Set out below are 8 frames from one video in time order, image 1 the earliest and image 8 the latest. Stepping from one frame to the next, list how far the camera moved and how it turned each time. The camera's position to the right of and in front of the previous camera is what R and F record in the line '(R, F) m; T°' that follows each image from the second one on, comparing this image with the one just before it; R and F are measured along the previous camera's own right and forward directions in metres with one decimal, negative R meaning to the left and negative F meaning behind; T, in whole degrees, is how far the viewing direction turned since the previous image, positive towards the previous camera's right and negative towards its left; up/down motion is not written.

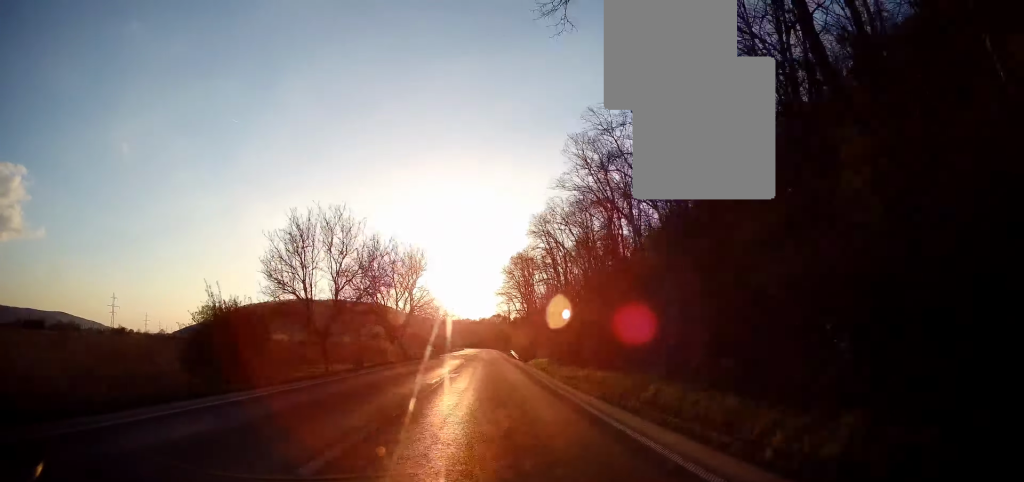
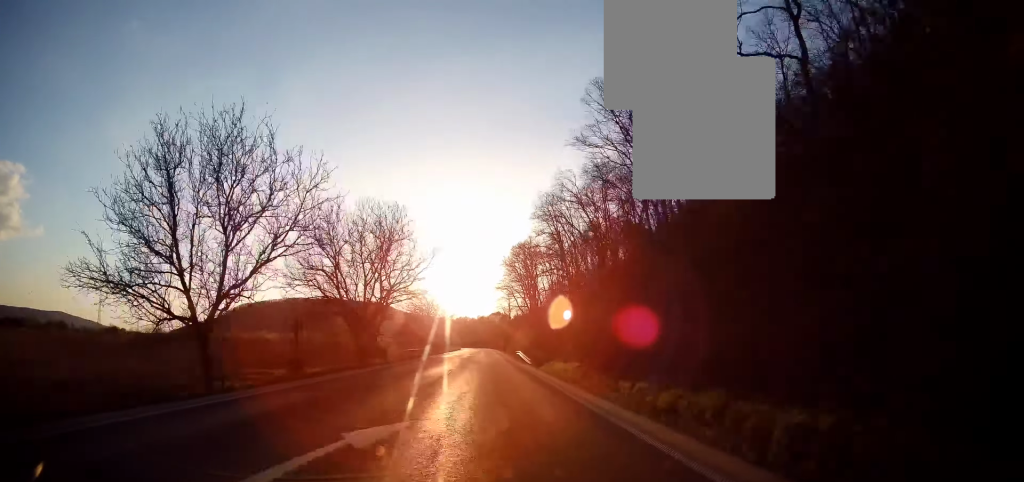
(+0.2, +14.6) m; +1°
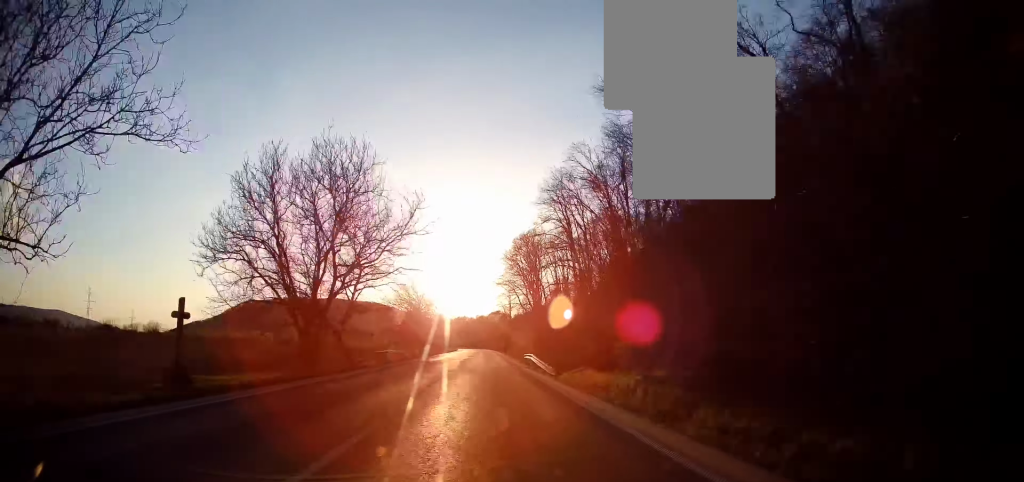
(+0.1, +12.1) m; +1°
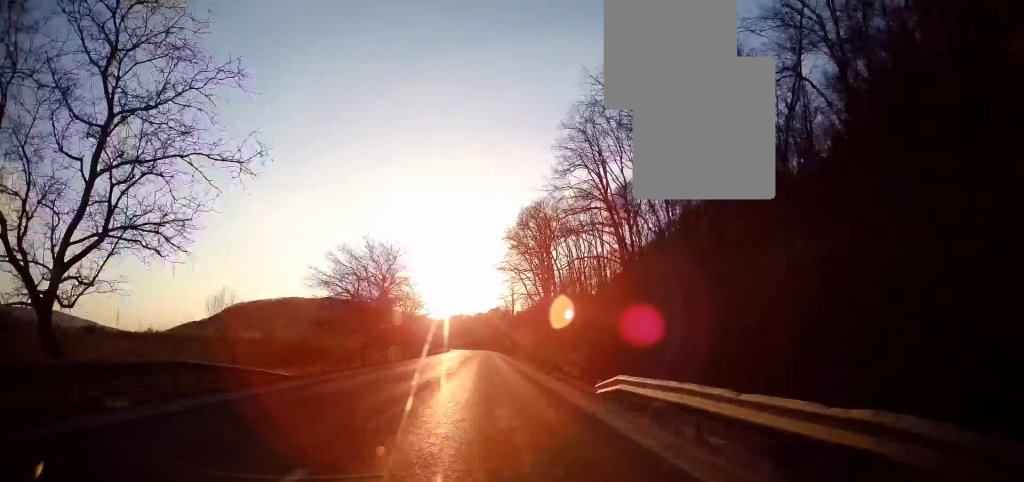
(+0.1, +27.6) m; 0°
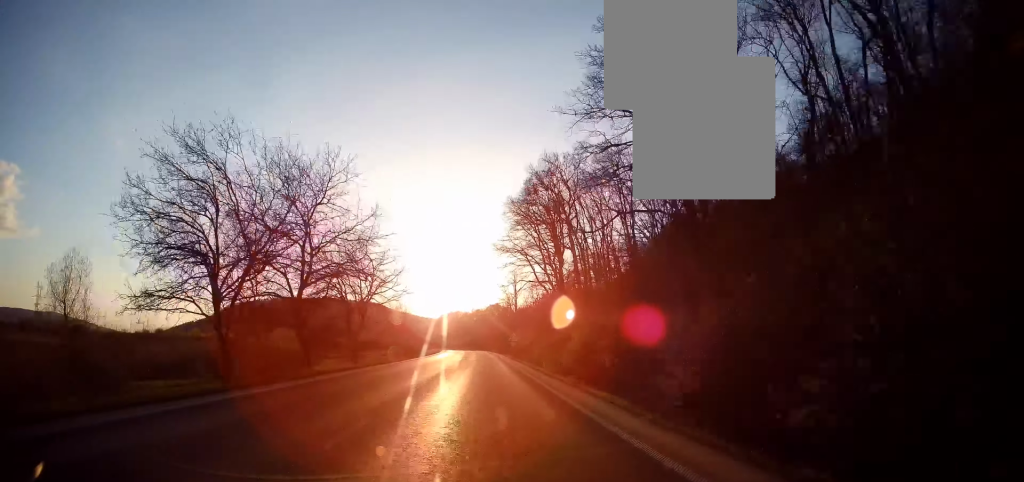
(0.0, +22.5) m; -1°
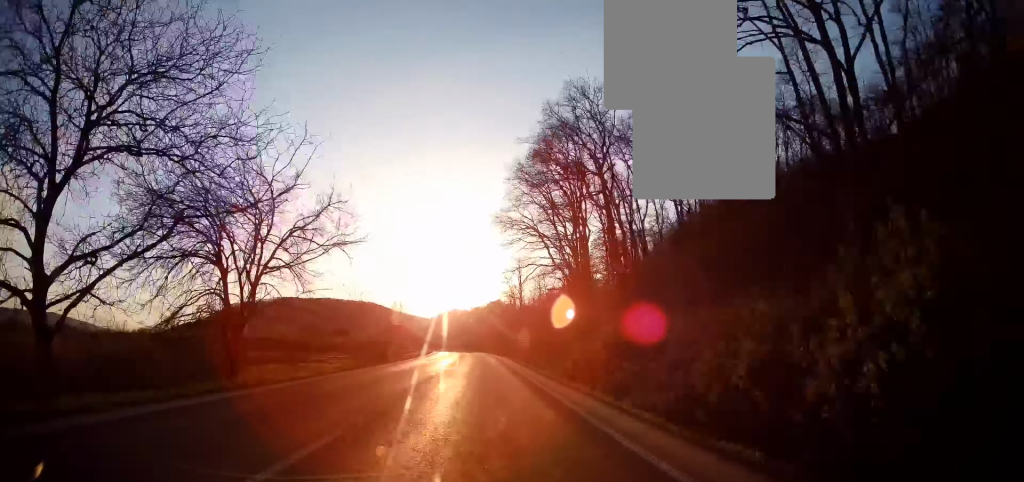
(-0.4, +20.0) m; 0°
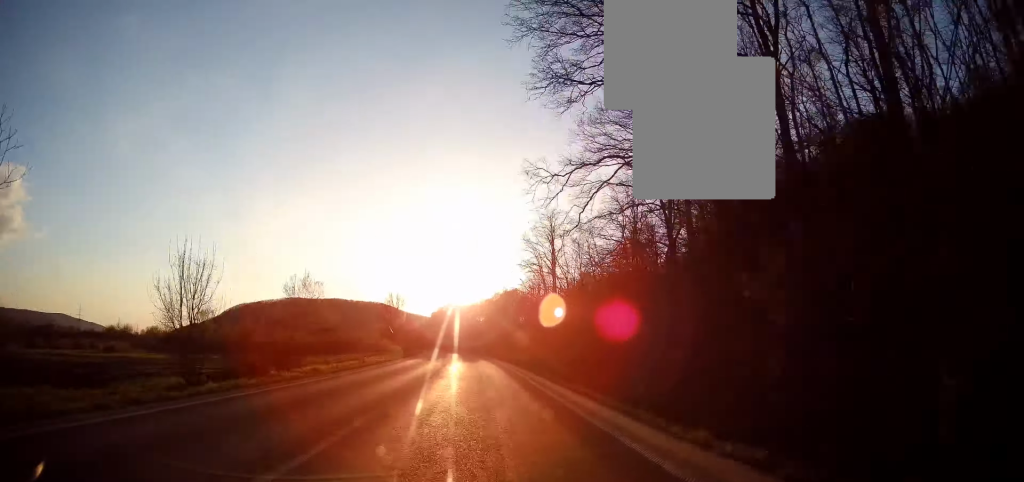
(+0.1, +46.2) m; -1°
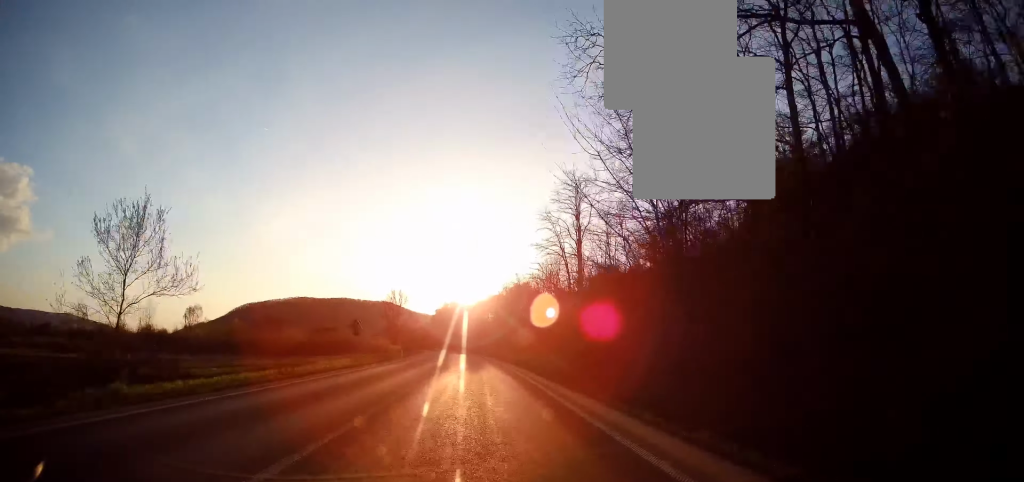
(-0.3, +15.7) m; -1°
